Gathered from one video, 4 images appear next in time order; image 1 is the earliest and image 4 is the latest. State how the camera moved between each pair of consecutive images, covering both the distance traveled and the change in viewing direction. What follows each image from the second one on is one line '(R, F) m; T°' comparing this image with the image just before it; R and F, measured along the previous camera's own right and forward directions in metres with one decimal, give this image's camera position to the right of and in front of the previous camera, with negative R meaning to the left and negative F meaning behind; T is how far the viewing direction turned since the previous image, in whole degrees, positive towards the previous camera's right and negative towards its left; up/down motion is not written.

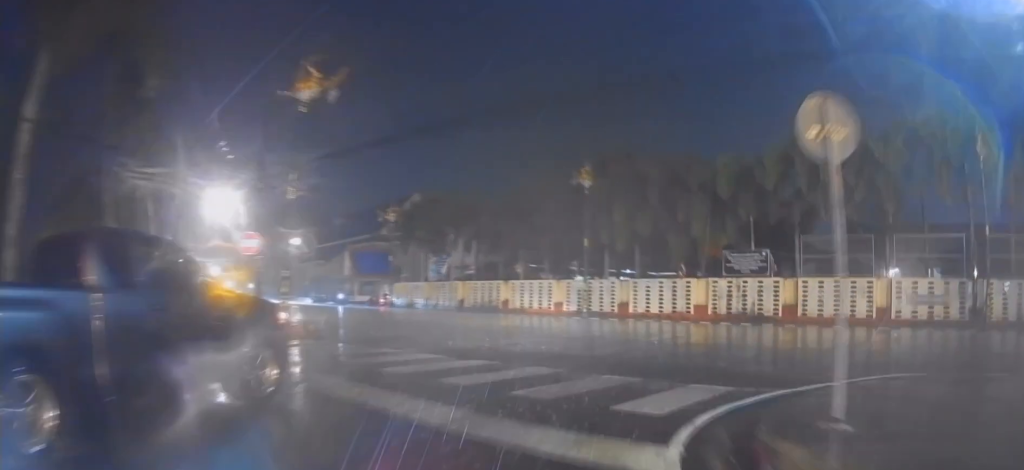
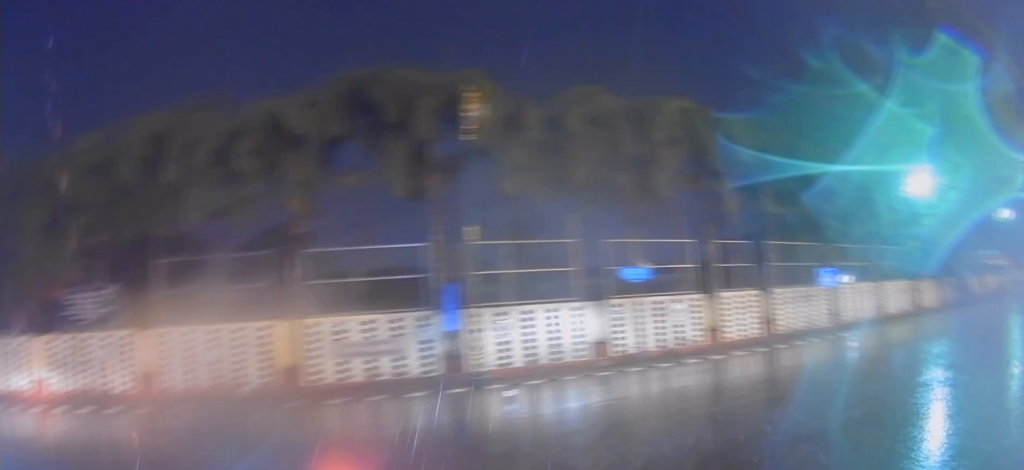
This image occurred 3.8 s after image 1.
(+6.0, +7.2) m; +64°
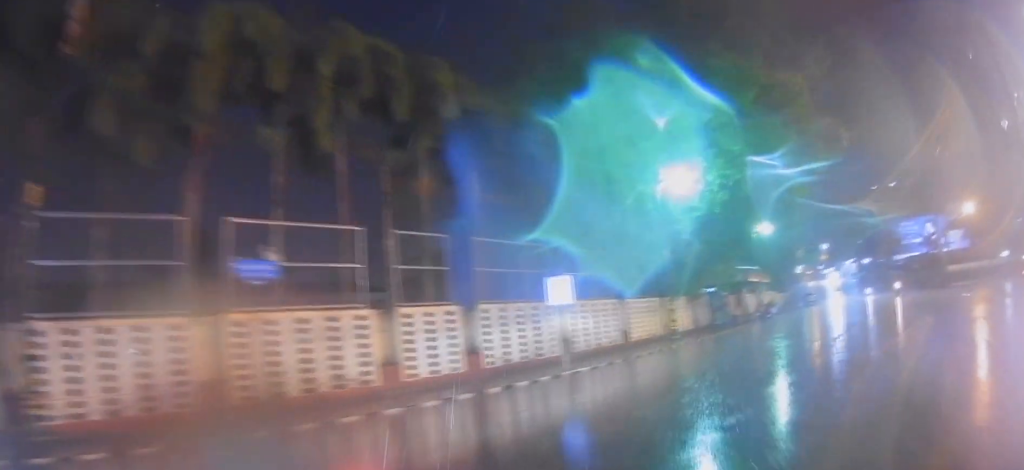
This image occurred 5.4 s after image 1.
(+0.7, +6.5) m; +19°
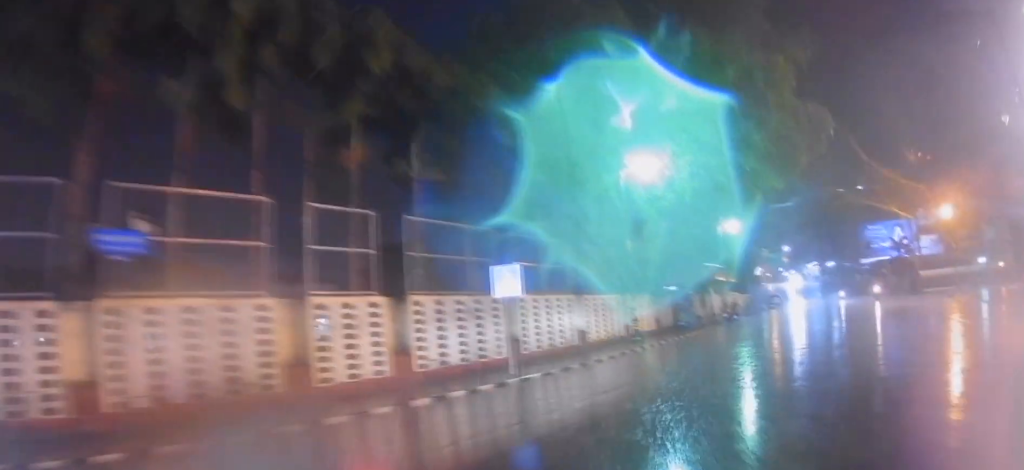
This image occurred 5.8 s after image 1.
(+0.1, +2.0) m; +7°
